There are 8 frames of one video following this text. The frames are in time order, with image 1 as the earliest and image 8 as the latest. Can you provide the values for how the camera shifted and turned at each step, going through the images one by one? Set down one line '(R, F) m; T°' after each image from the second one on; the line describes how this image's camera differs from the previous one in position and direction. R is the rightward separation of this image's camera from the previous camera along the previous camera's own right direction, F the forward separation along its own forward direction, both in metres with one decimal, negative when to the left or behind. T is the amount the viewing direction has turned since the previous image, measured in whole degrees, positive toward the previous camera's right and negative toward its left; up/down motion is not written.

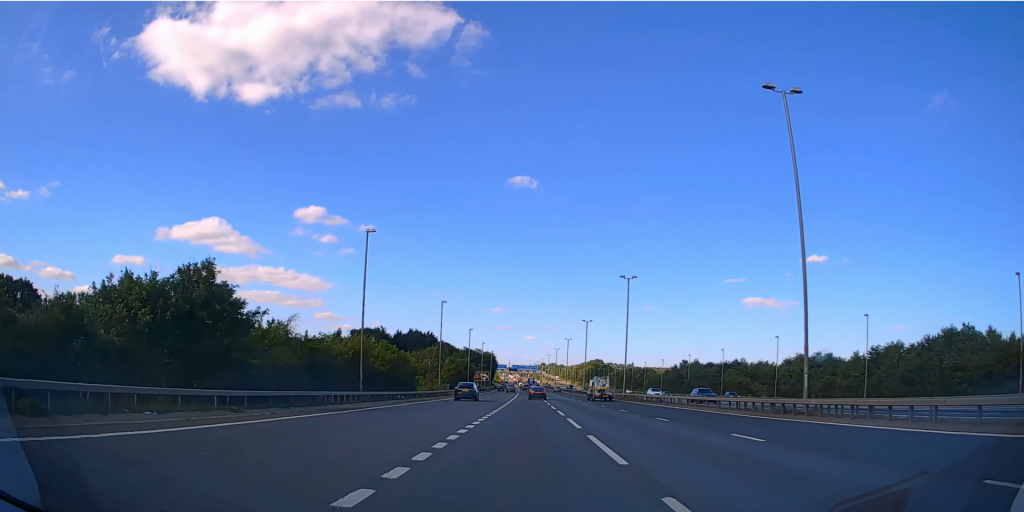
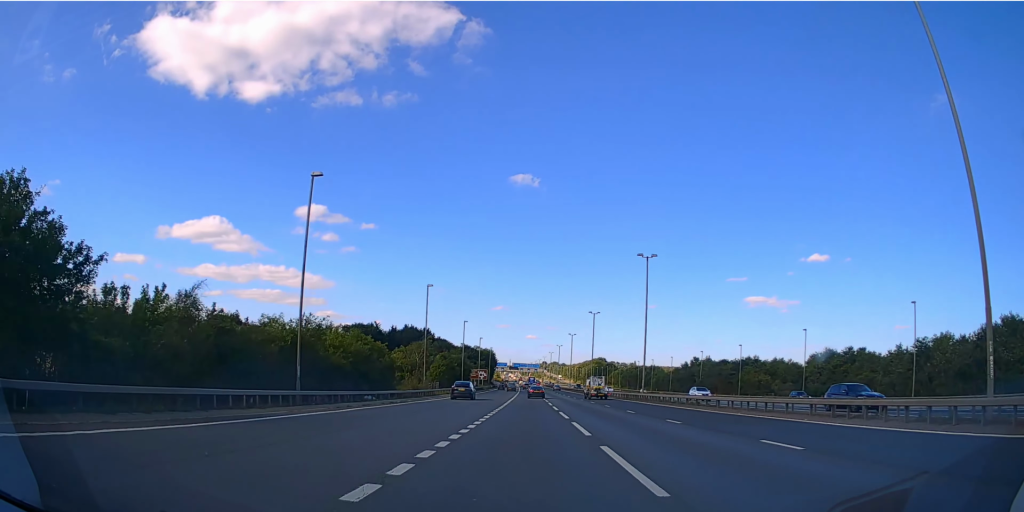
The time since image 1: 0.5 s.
(0.0, +12.7) m; 0°
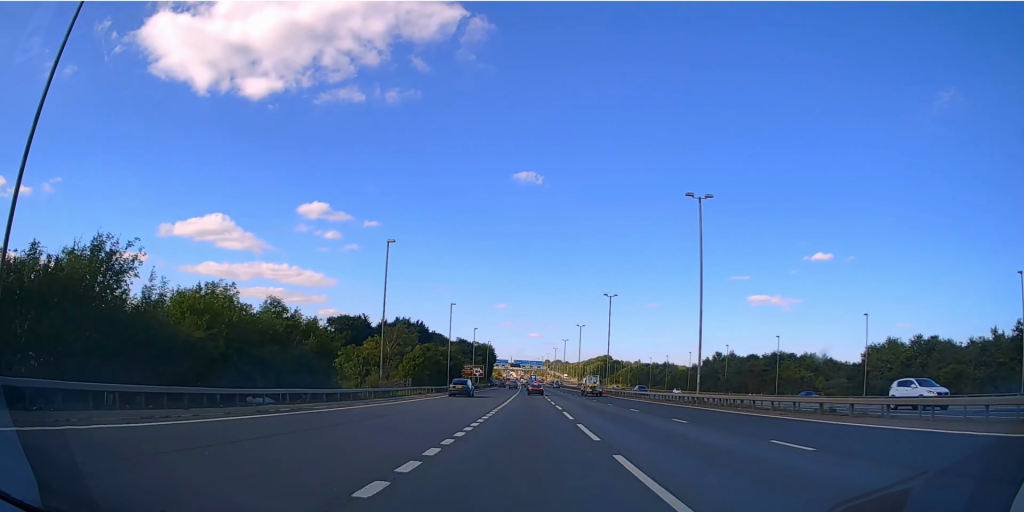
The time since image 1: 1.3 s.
(-0.1, +22.0) m; 0°
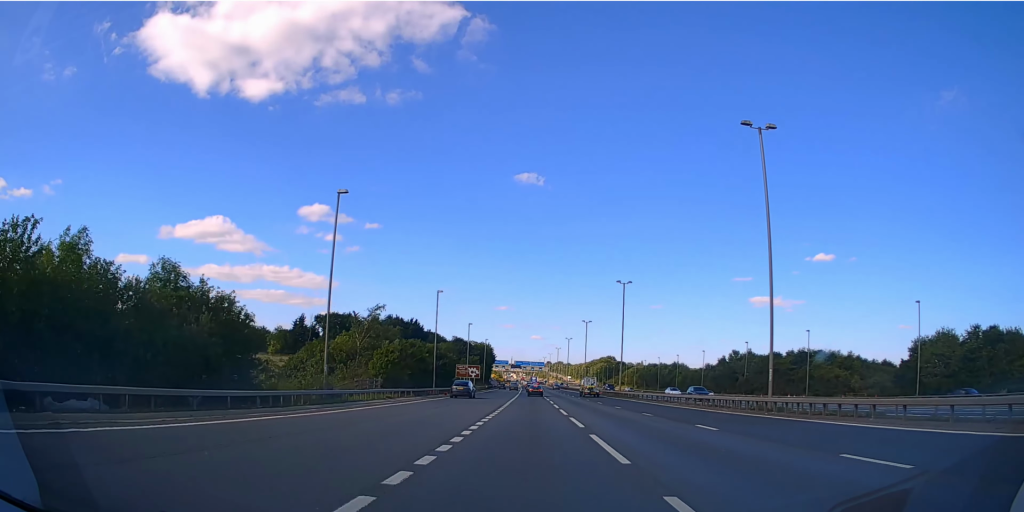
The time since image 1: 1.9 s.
(0.0, +15.2) m; 0°
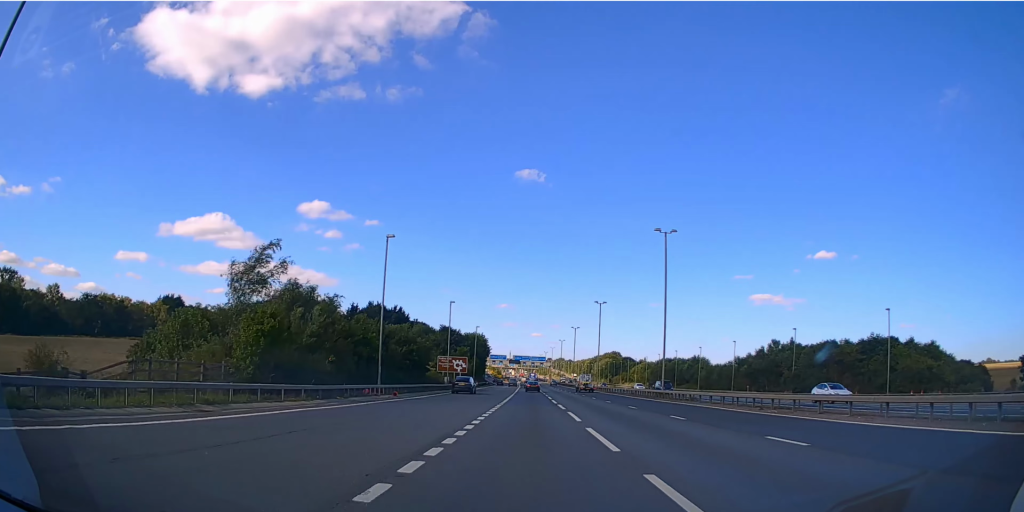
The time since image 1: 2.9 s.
(0.0, +26.7) m; 0°
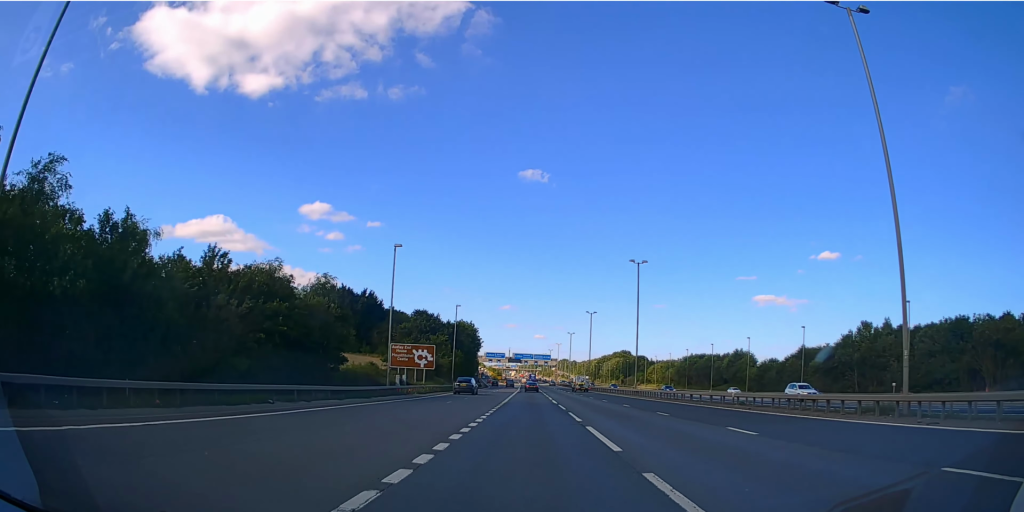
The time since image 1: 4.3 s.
(0.0, +37.0) m; 0°
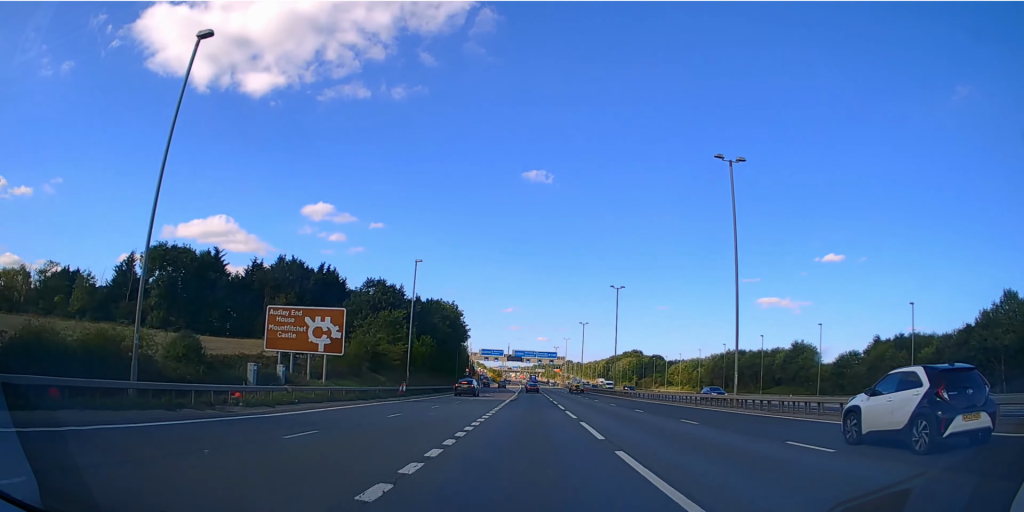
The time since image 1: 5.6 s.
(-0.1, +37.6) m; -1°
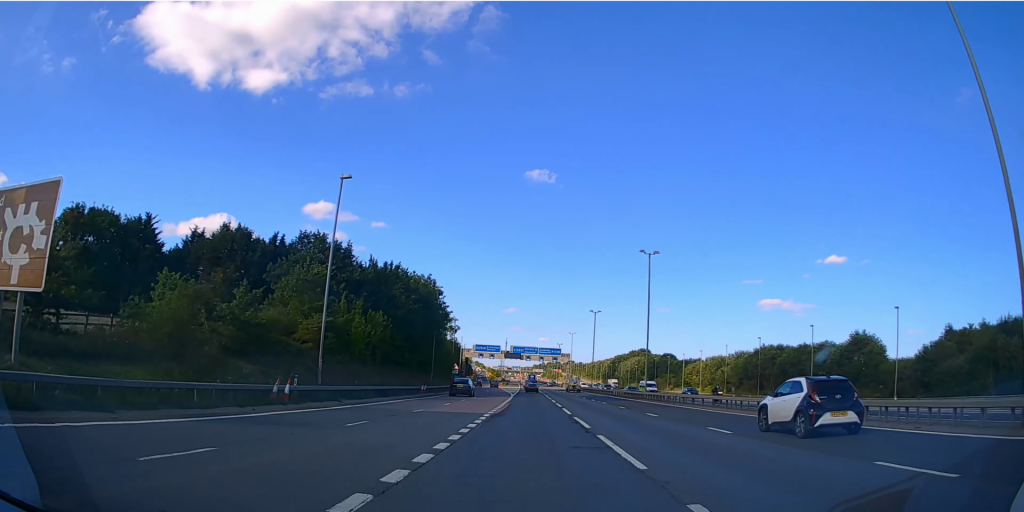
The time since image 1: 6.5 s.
(-0.1, +23.9) m; 0°
